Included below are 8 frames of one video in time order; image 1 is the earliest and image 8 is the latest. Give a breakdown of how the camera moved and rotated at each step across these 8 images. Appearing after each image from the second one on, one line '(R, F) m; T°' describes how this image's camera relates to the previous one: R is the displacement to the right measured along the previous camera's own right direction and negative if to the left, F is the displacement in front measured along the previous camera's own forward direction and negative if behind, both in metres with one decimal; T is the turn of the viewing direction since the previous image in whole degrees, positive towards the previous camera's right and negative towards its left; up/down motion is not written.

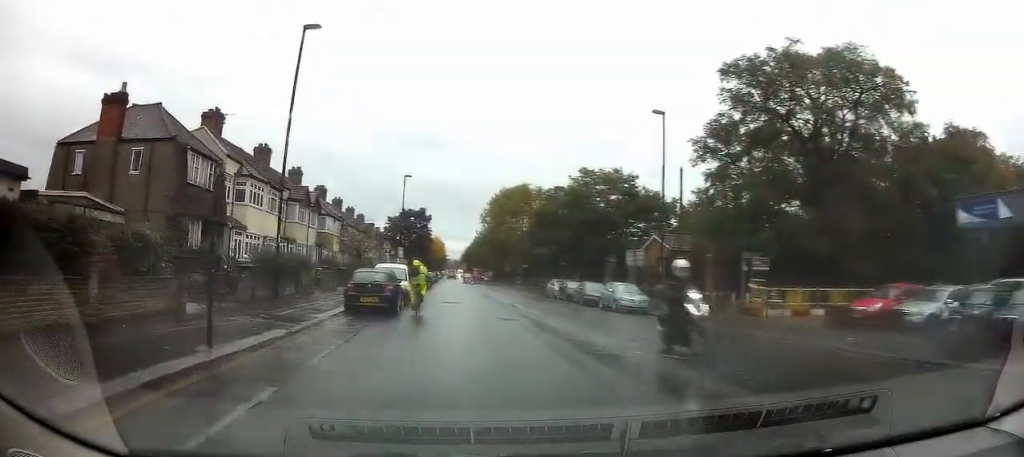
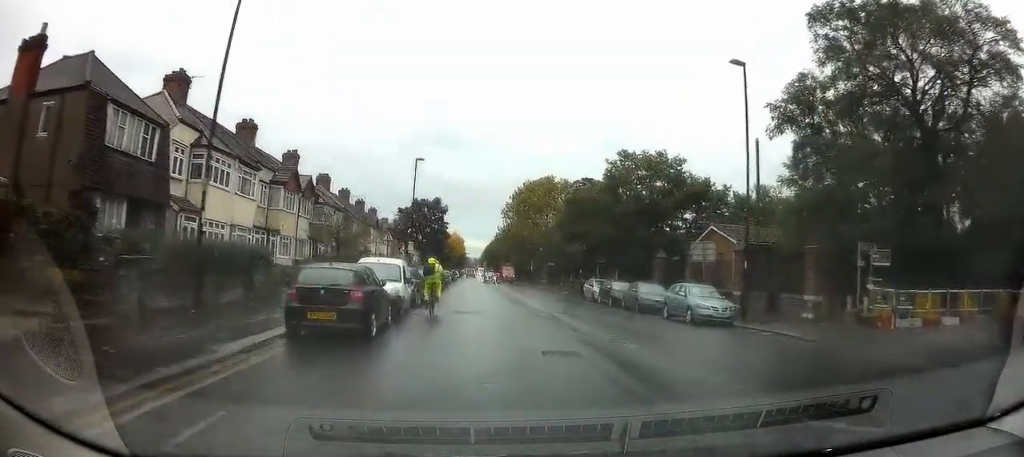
(+0.1, +6.5) m; +3°
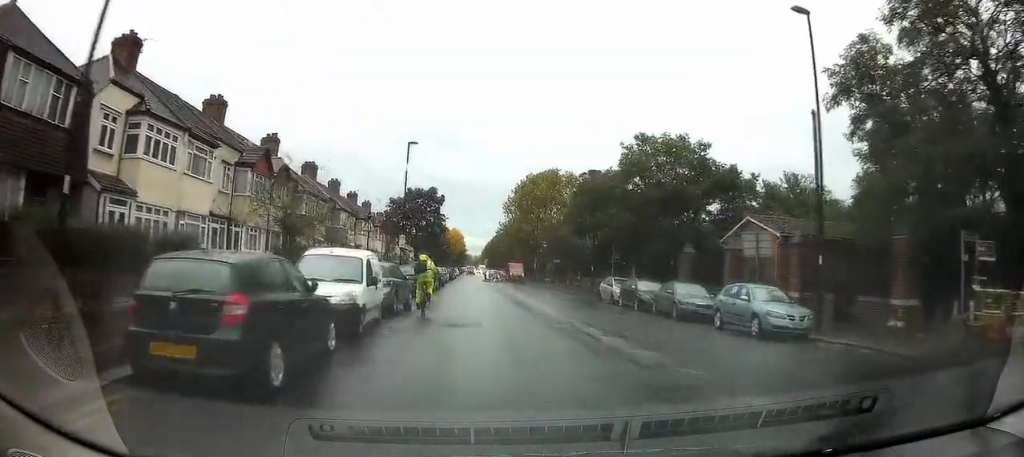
(+0.1, +4.7) m; +1°
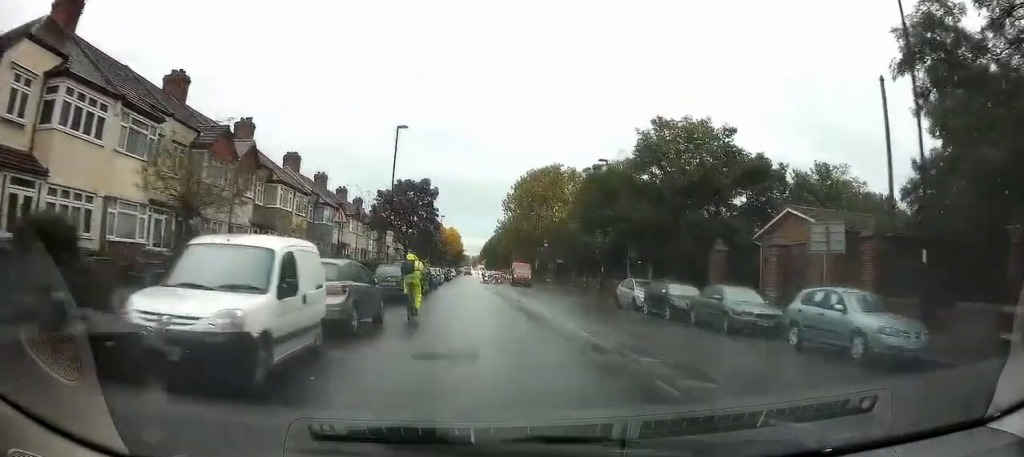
(+0.1, +4.8) m; 0°
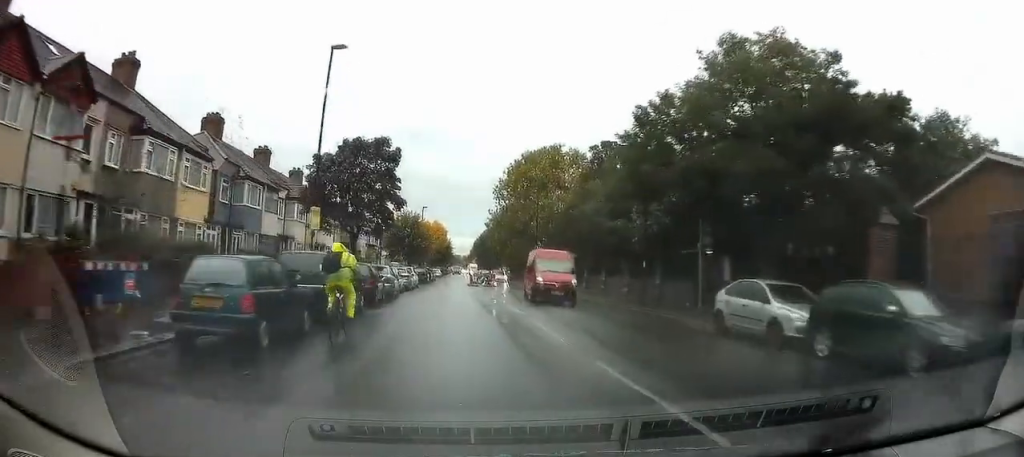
(-0.5, +13.7) m; -2°
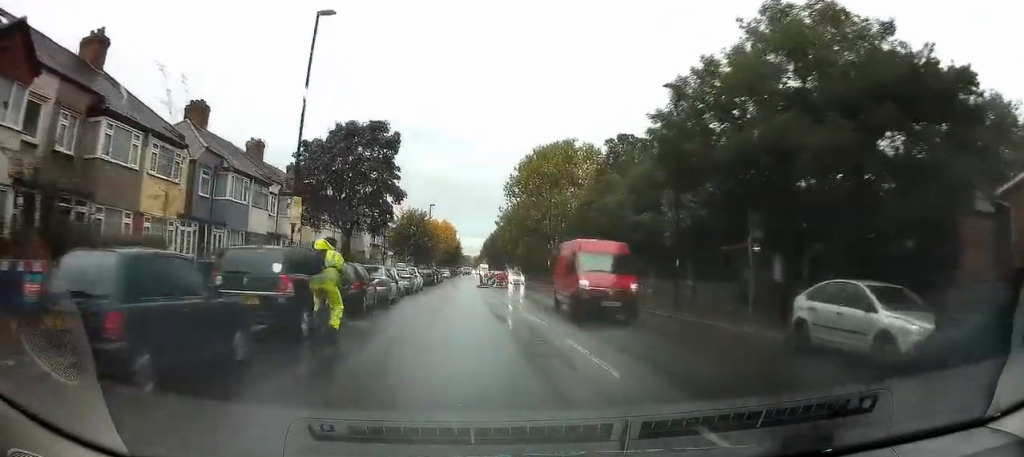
(0.0, +3.5) m; +1°
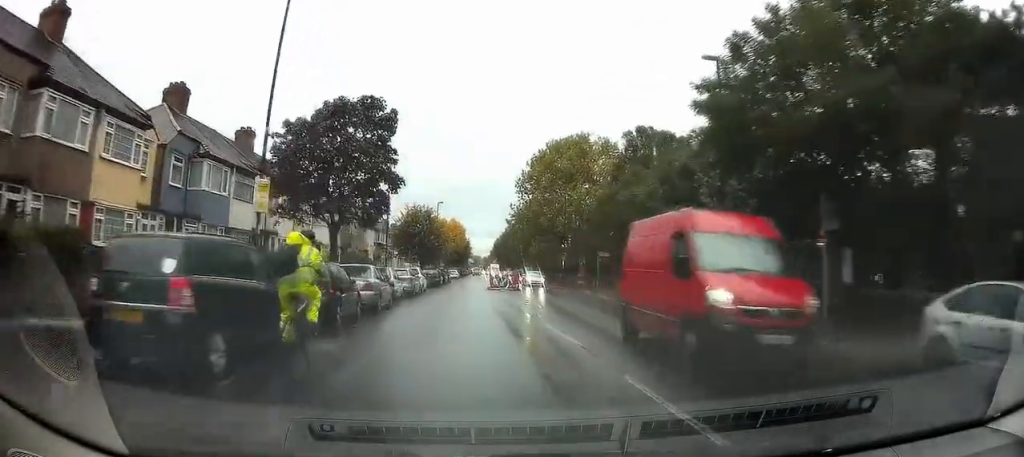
(+0.1, +3.9) m; +2°
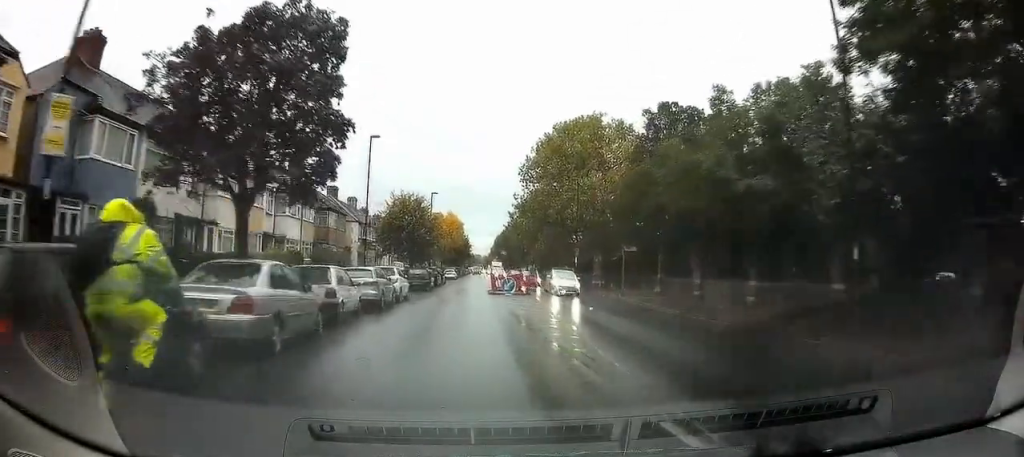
(+0.3, +8.6) m; 0°
